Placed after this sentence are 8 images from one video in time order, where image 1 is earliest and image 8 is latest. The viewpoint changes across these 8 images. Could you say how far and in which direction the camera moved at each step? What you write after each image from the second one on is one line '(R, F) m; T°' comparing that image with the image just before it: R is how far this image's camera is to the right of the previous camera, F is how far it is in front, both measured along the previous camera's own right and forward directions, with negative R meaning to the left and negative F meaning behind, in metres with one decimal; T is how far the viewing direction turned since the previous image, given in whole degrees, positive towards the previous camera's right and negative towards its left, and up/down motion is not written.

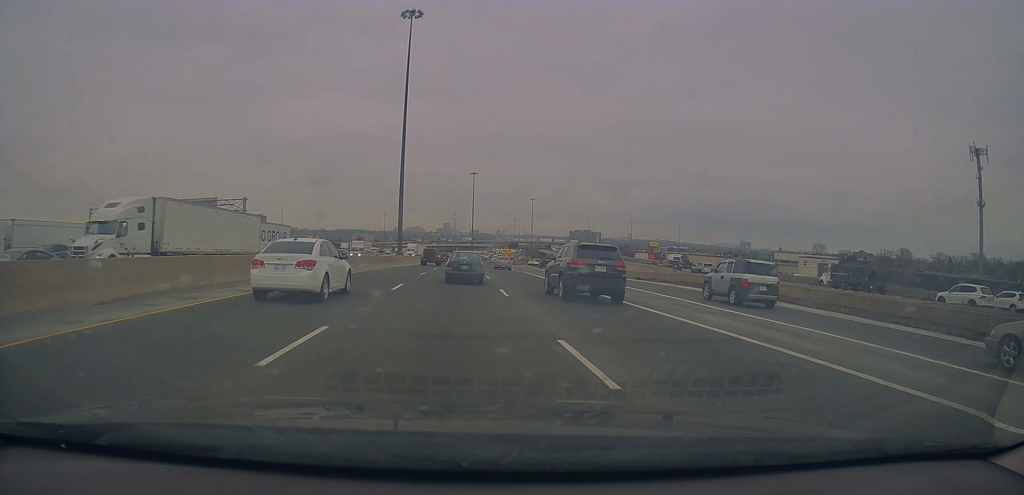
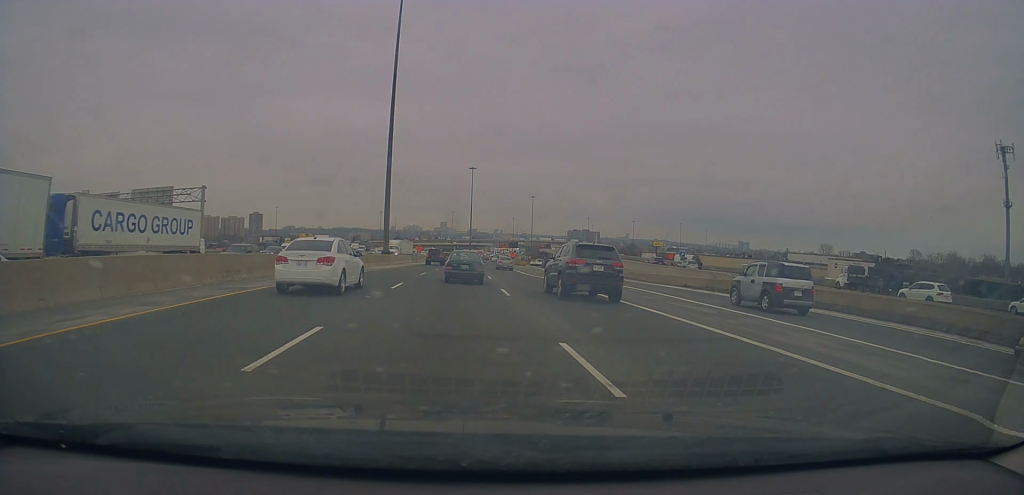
(0.0, +11.4) m; 0°
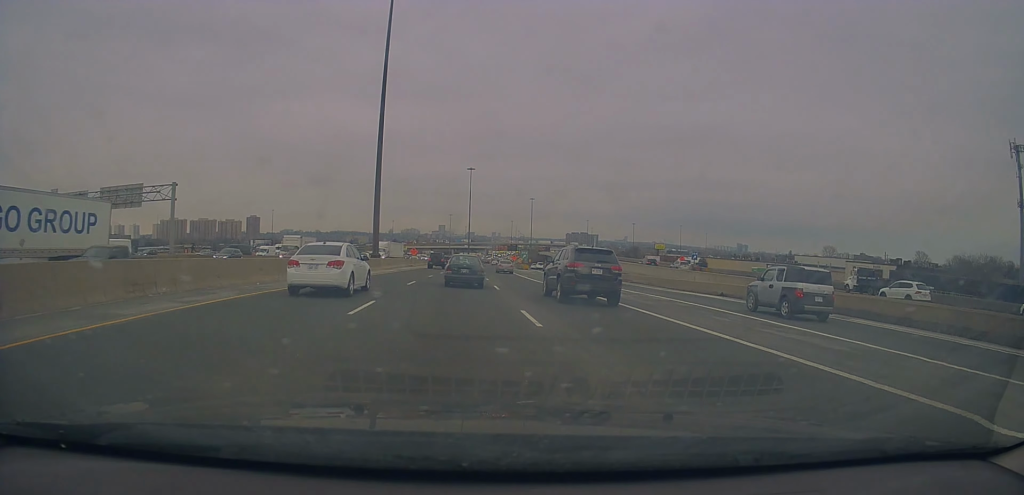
(0.0, +6.5) m; -1°
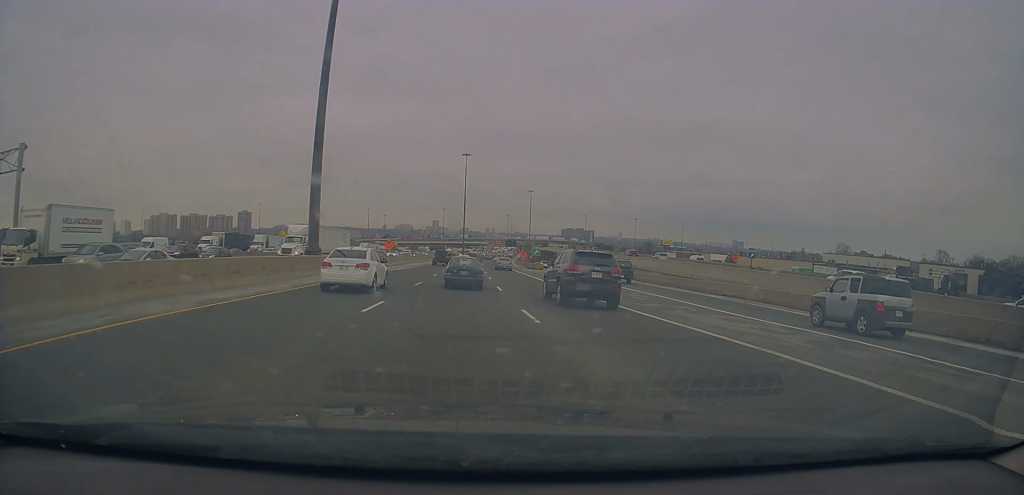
(-0.1, +23.7) m; +1°
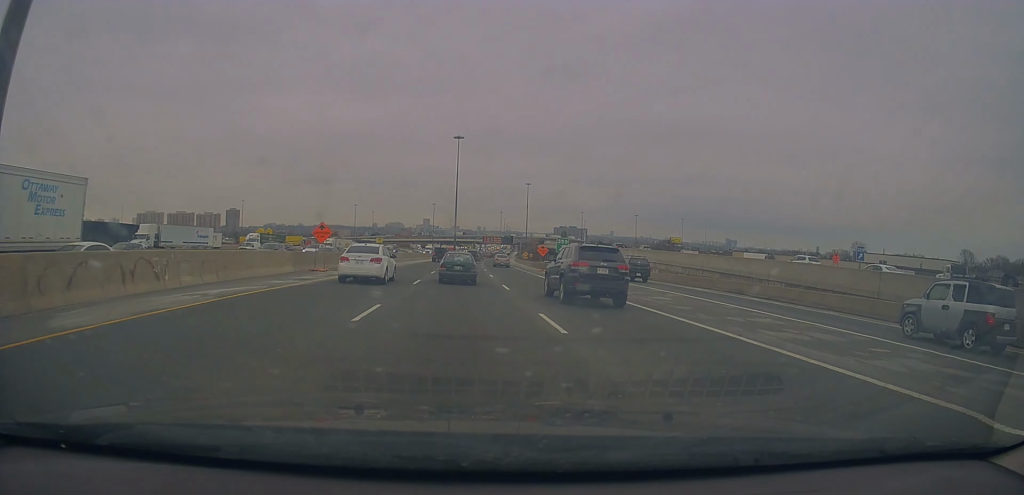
(+0.6, +25.4) m; +2°
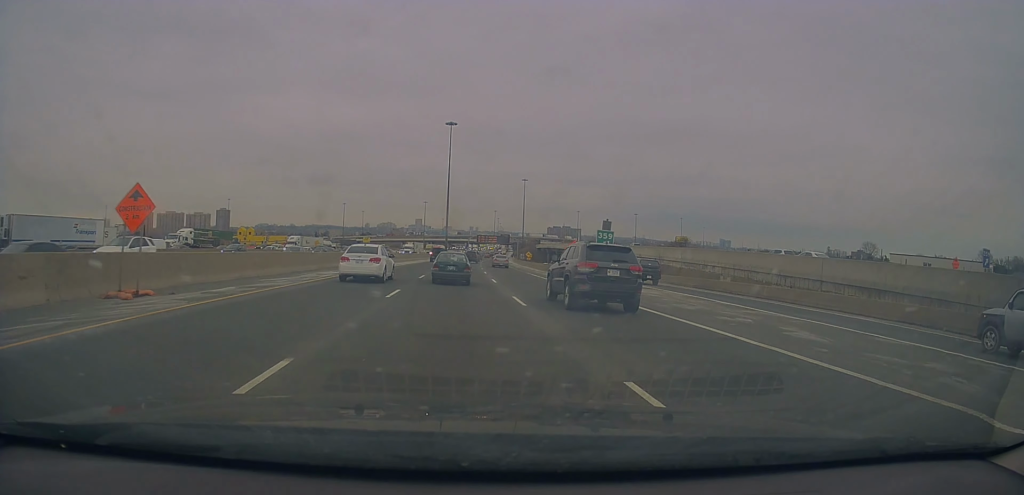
(+0.1, +16.2) m; +2°
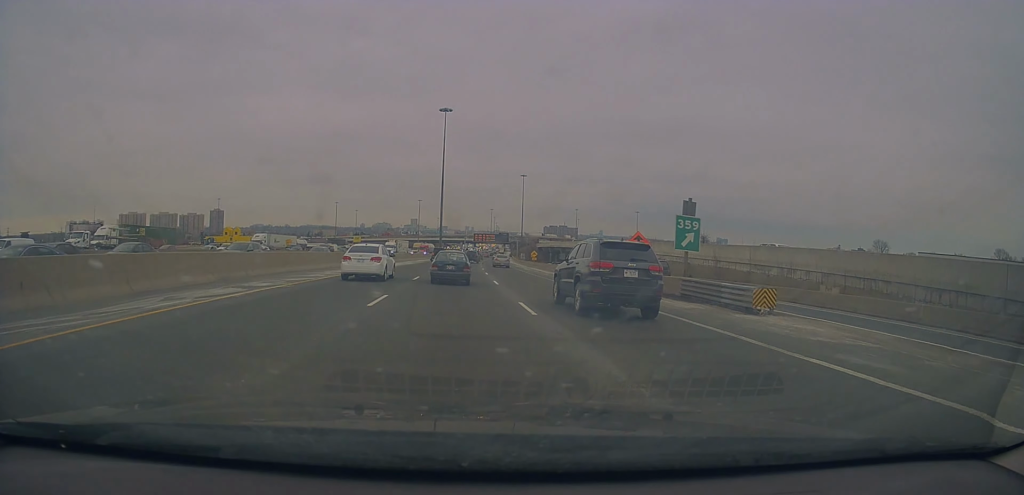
(+0.4, +13.3) m; +1°
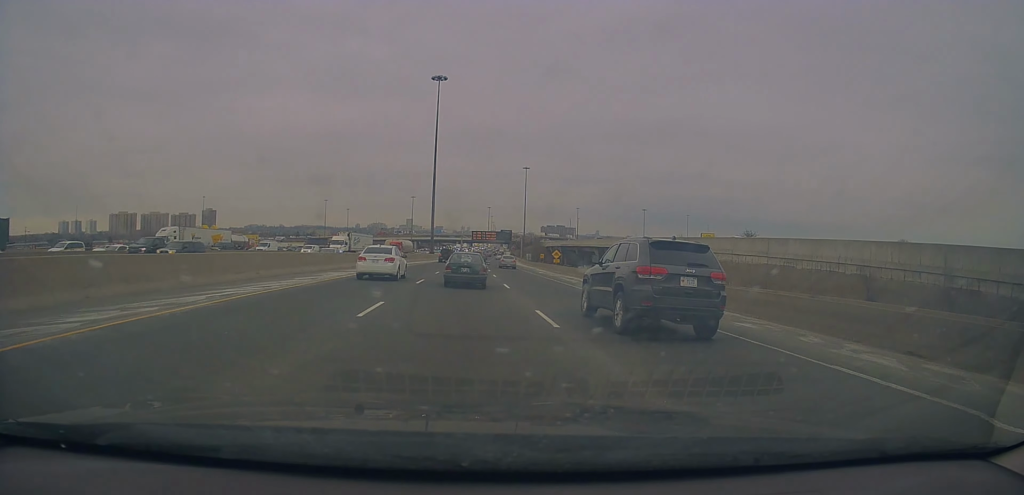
(0.0, +24.8) m; +1°
